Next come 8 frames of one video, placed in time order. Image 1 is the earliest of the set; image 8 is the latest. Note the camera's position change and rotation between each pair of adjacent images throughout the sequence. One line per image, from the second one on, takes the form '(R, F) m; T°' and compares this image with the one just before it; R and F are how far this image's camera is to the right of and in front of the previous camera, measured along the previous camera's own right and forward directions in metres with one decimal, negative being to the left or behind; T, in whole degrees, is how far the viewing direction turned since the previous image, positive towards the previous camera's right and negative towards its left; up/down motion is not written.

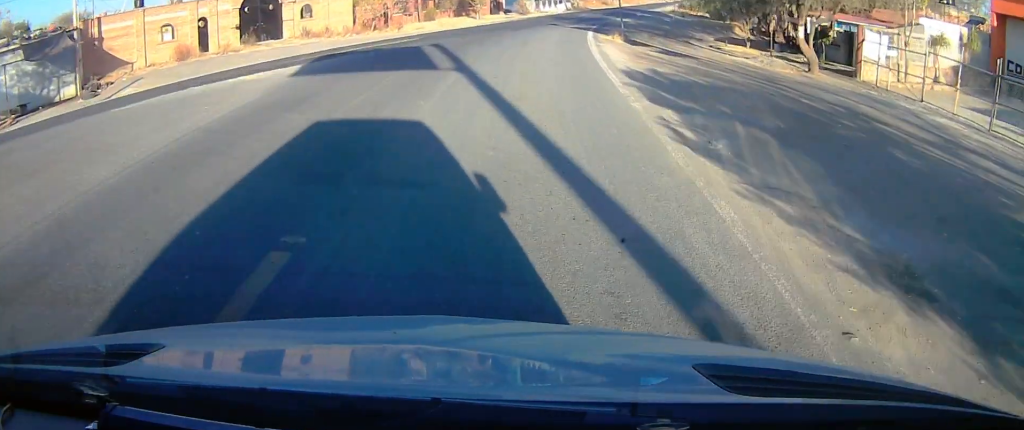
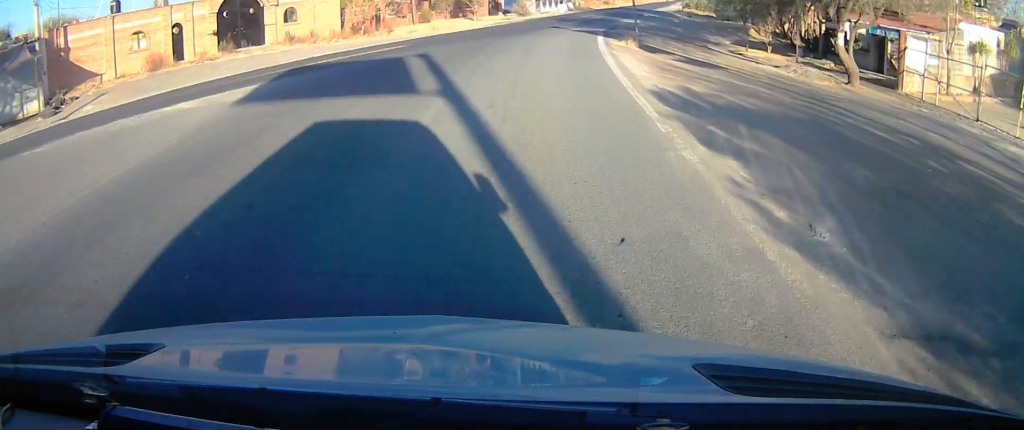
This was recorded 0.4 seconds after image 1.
(+0.1, +3.6) m; -1°
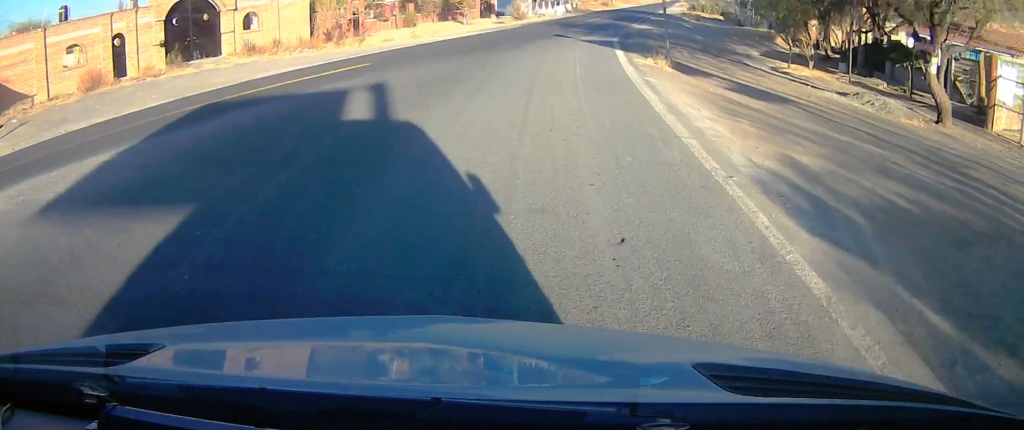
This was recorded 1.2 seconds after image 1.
(-0.2, +6.2) m; +2°
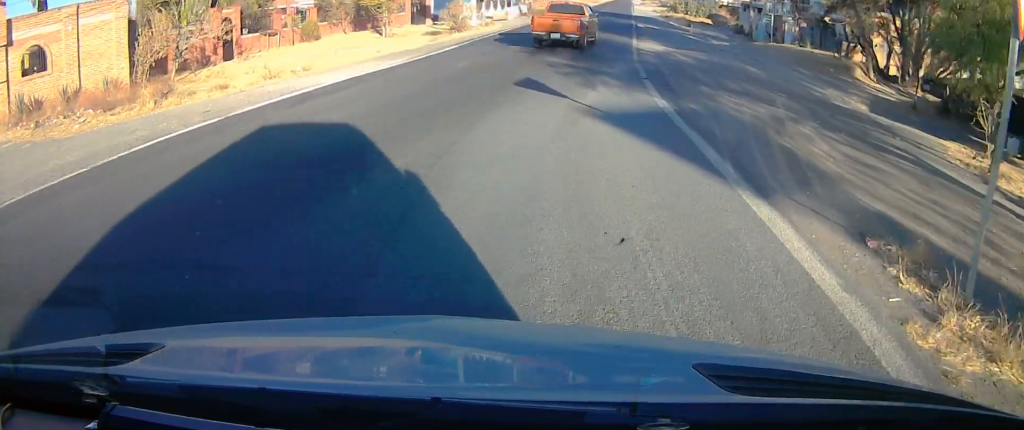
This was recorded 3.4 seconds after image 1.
(+1.4, +16.4) m; +10°
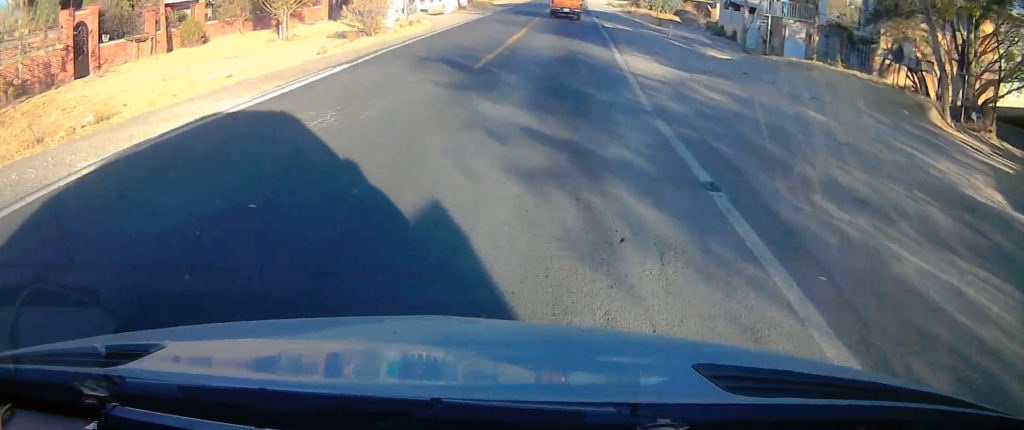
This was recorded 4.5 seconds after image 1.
(+0.7, +9.4) m; +8°
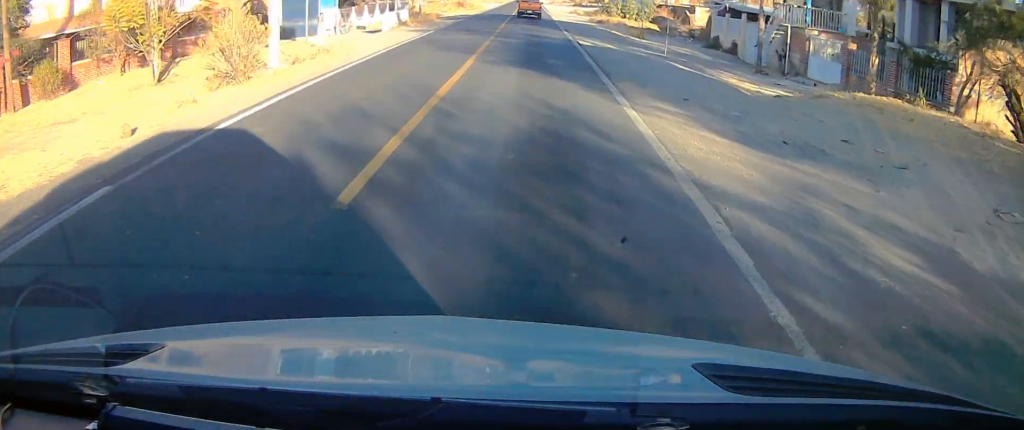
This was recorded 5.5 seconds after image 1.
(+0.4, +8.5) m; +3°
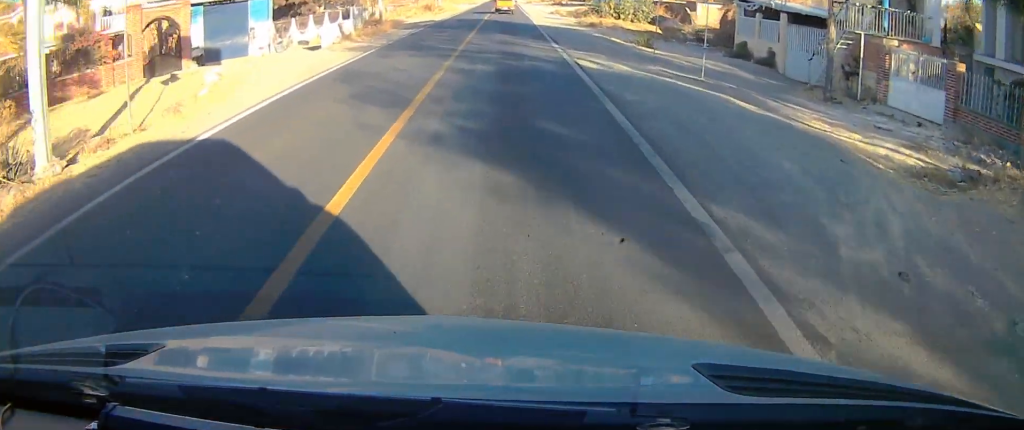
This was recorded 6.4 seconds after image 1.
(0.0, +8.6) m; -8°
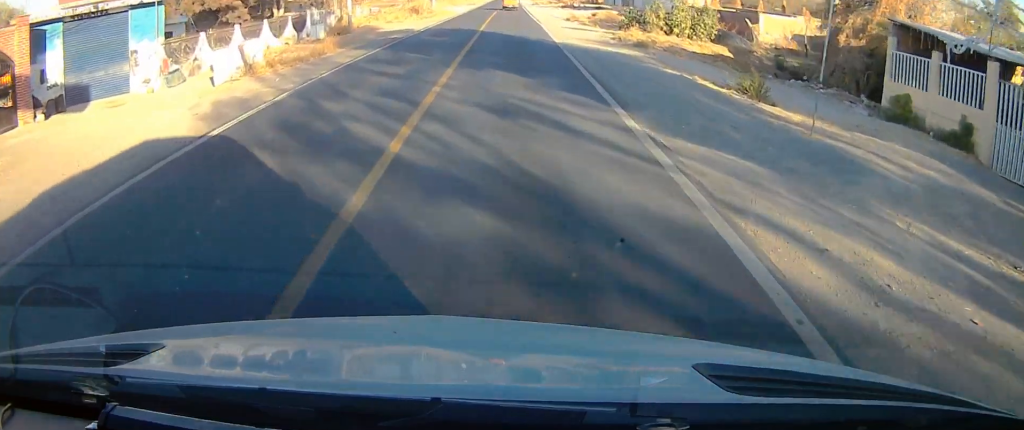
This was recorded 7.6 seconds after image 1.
(-1.5, +12.6) m; -1°
